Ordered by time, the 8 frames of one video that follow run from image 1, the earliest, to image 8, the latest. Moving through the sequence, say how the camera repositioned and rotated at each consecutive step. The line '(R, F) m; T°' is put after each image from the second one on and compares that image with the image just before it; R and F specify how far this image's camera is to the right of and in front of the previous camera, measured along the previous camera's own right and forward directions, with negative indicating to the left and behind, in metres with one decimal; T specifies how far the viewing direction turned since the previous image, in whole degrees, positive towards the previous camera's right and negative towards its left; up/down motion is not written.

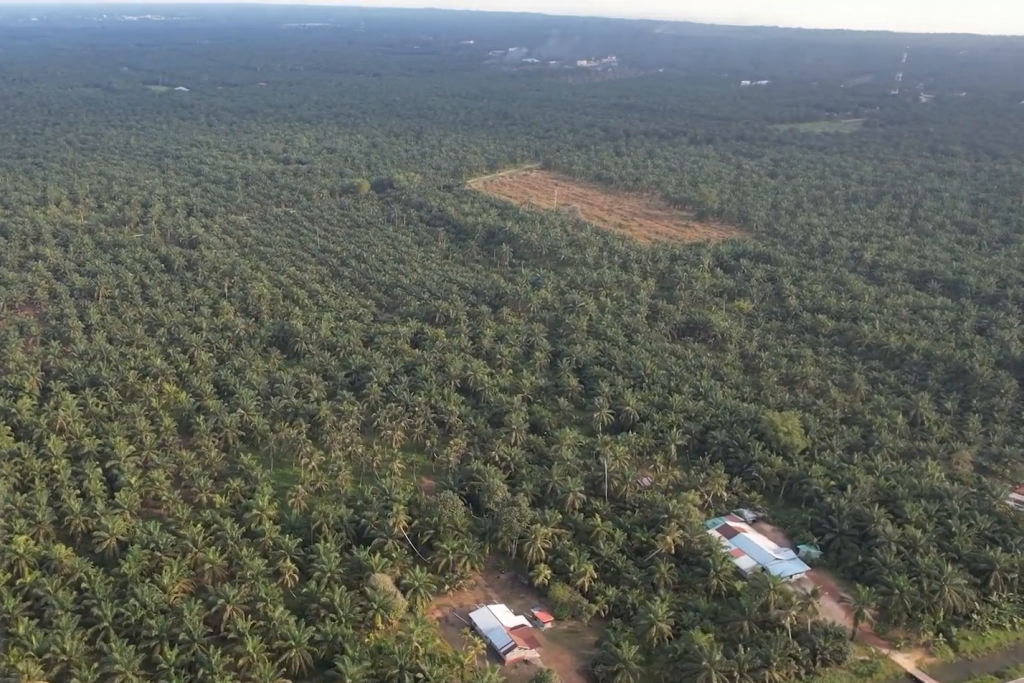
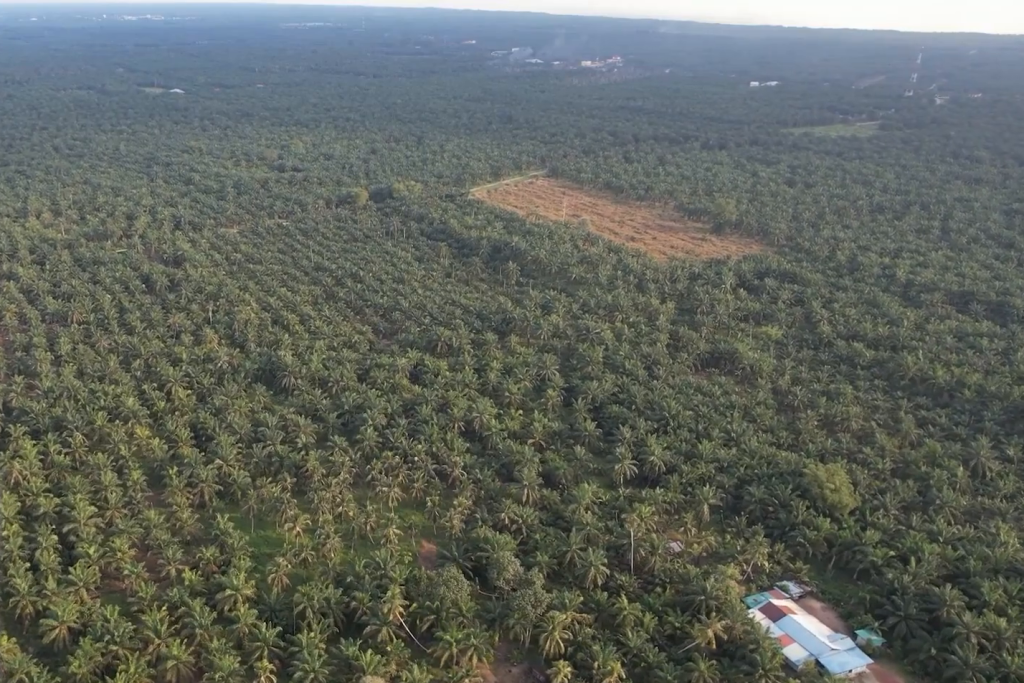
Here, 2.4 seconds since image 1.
(0.0, +33.0) m; 0°
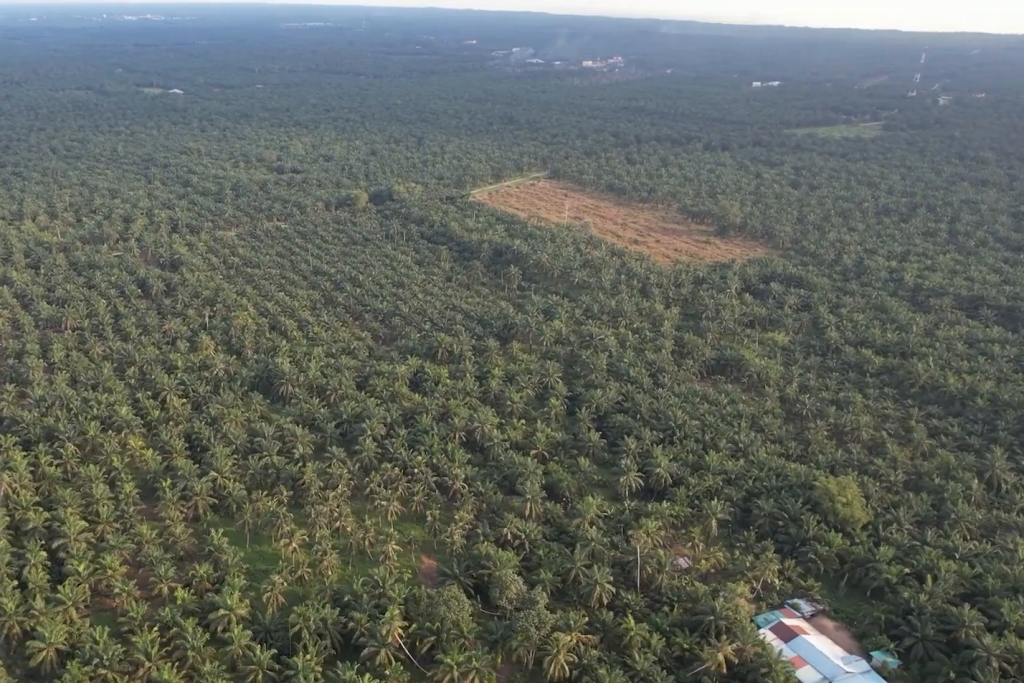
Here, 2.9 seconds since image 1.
(0.0, +6.9) m; 0°
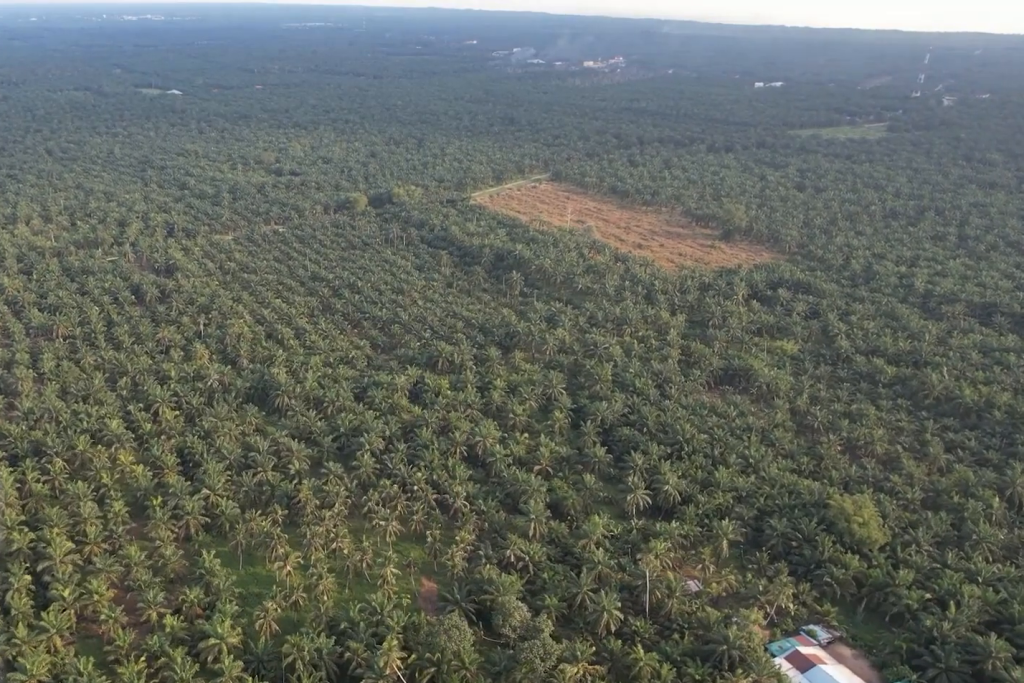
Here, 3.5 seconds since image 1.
(0.0, +9.2) m; 0°
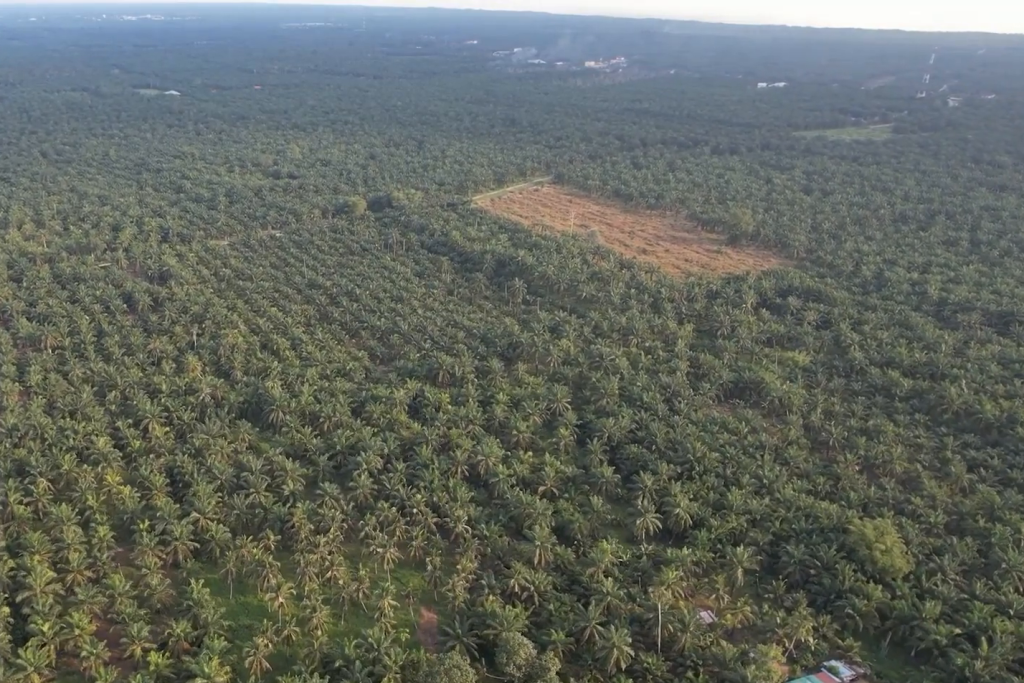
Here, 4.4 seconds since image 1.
(0.0, +11.6) m; 0°
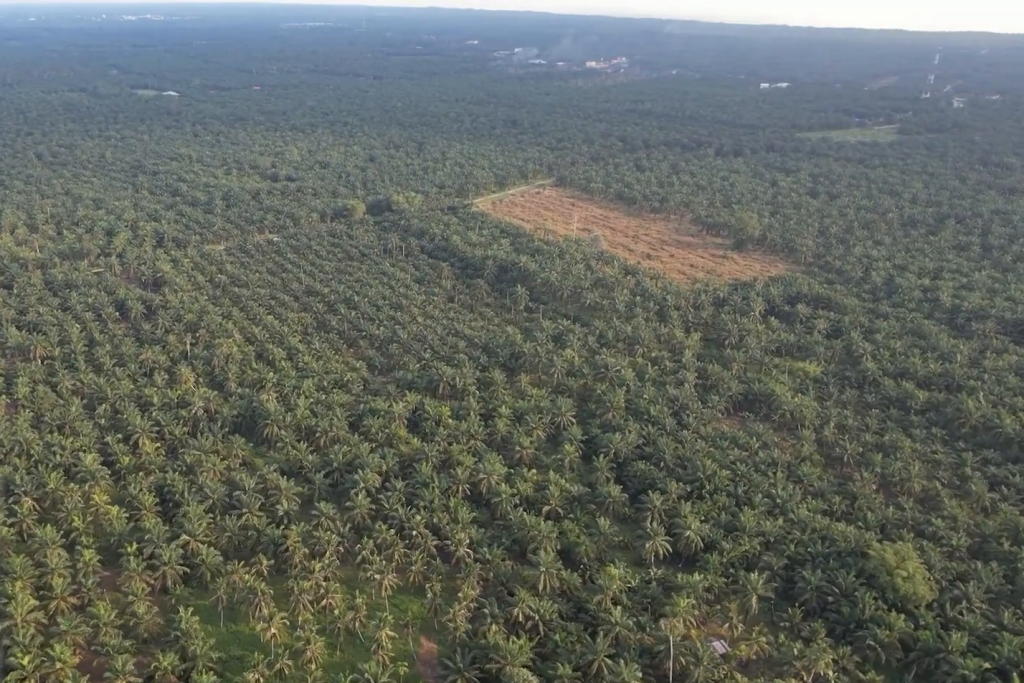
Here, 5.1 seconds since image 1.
(0.0, +10.5) m; 0°
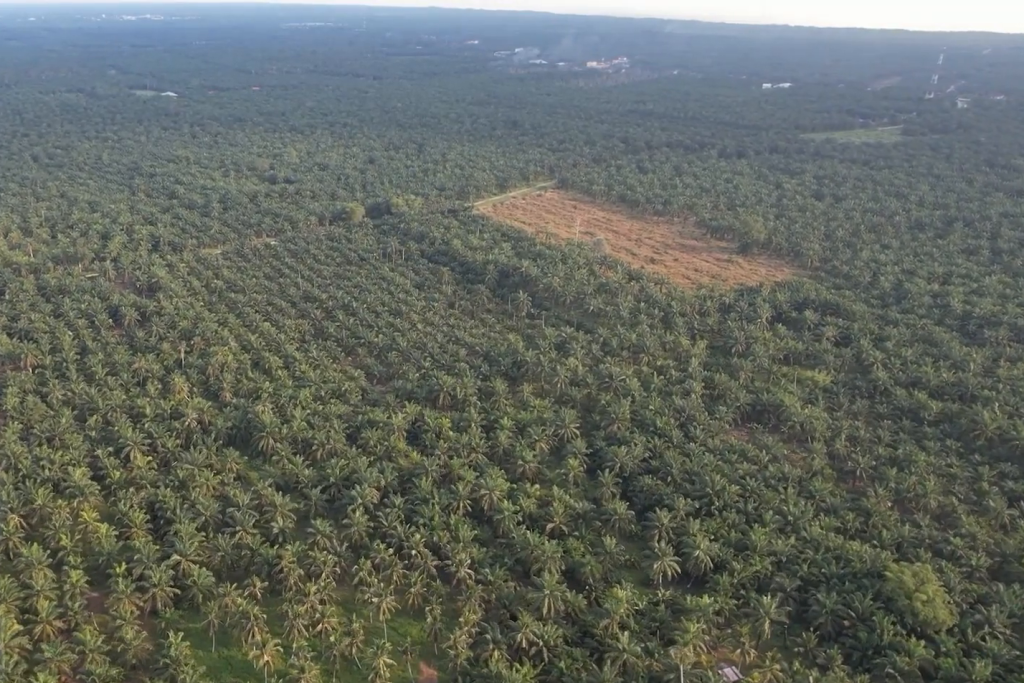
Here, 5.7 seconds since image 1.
(0.0, +8.2) m; 0°
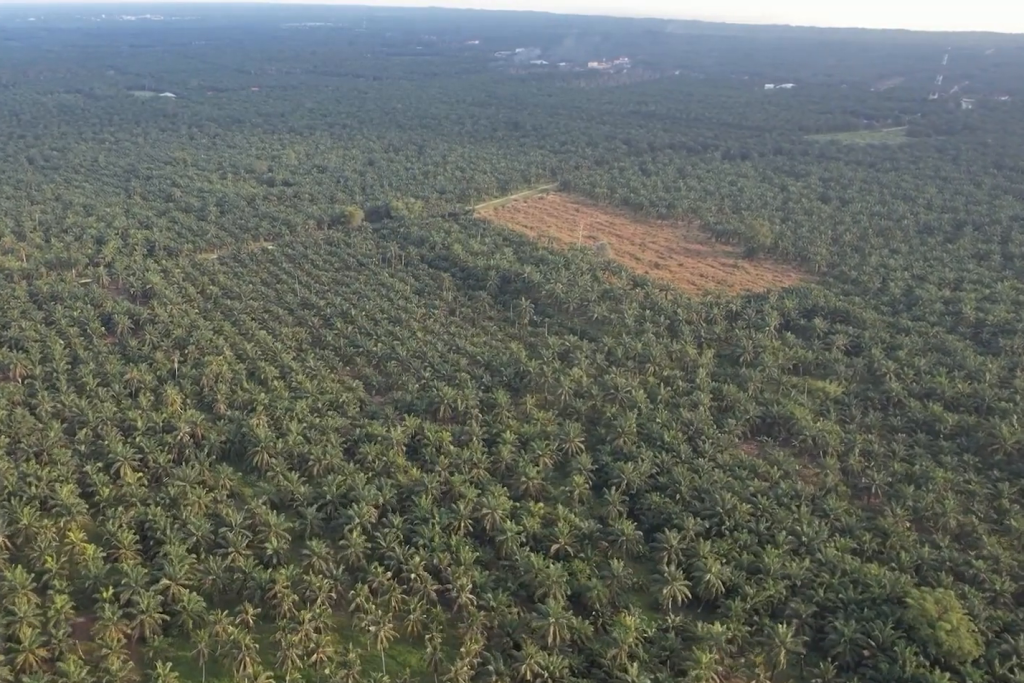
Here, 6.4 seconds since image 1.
(0.0, +9.3) m; 0°
